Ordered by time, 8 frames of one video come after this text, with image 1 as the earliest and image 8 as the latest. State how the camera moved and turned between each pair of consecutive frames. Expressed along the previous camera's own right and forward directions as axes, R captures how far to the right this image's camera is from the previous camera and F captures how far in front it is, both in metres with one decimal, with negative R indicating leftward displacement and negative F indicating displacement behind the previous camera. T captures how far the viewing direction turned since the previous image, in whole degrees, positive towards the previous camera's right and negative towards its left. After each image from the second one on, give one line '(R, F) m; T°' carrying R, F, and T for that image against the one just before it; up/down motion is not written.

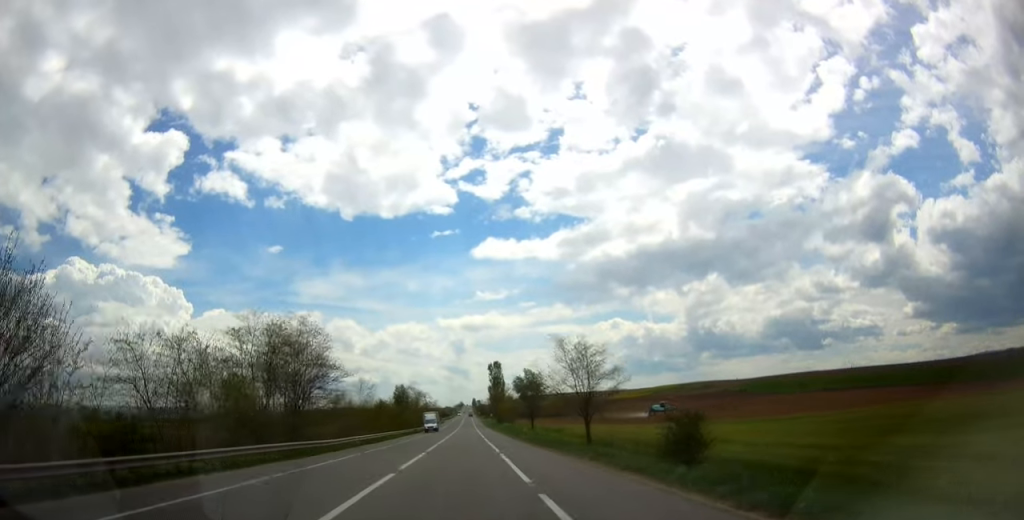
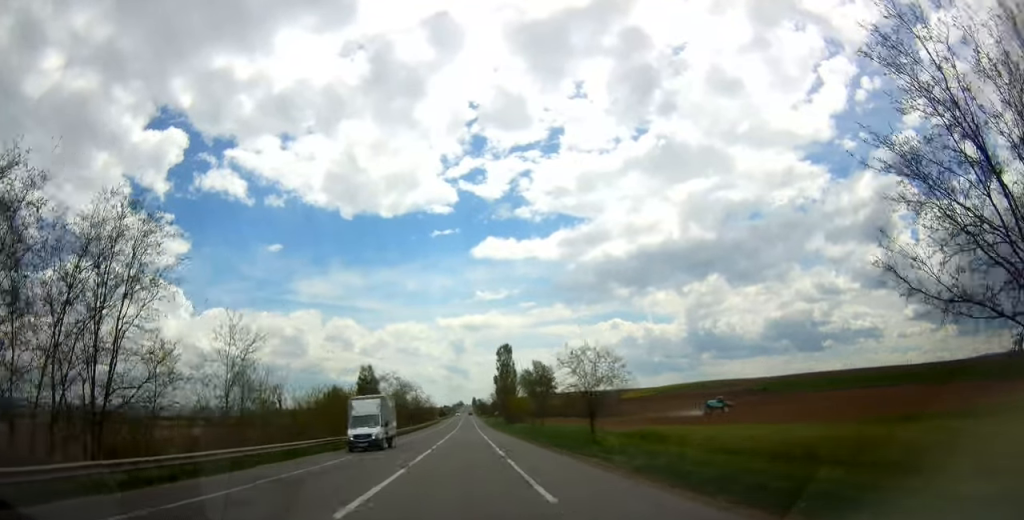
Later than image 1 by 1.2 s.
(-0.2, +32.5) m; 0°
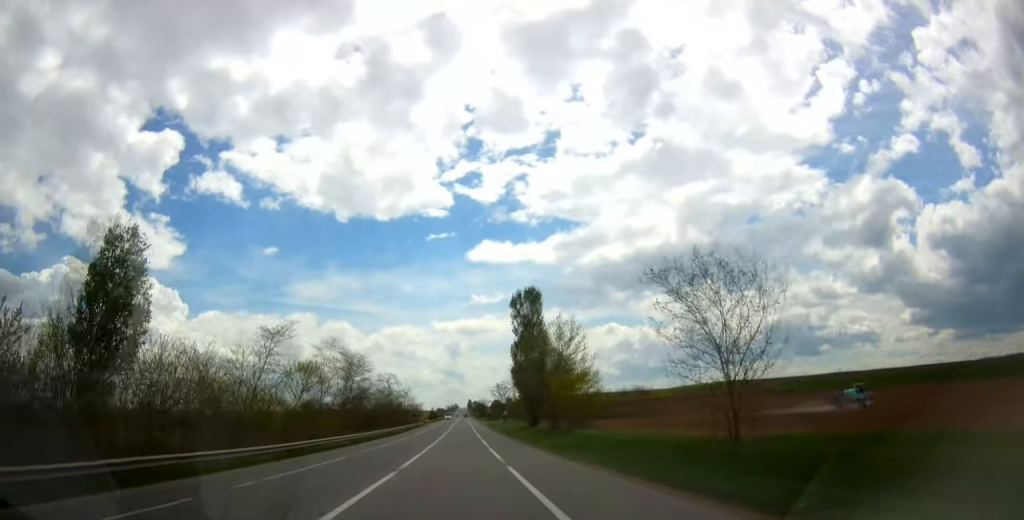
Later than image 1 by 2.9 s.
(+0.4, +47.6) m; 0°
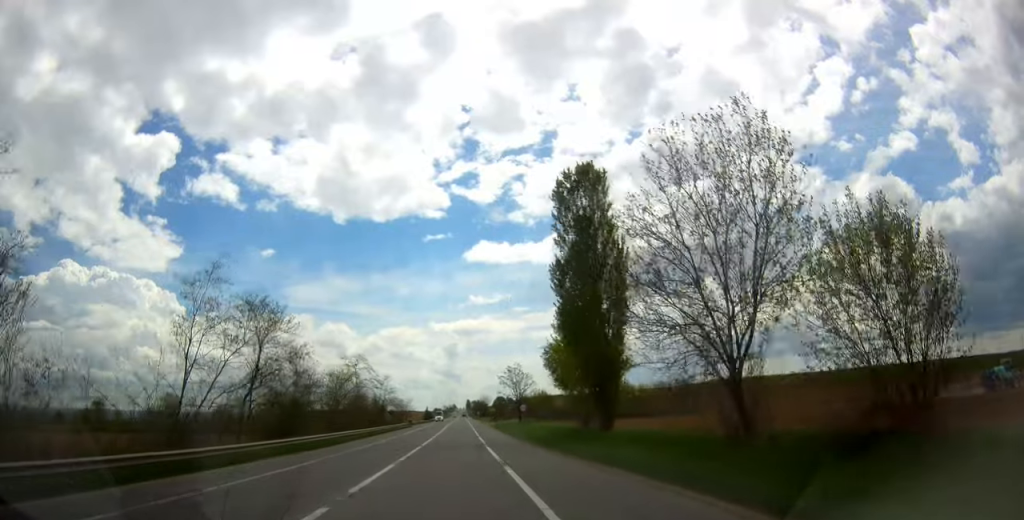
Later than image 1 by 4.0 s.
(-0.2, +31.4) m; 0°
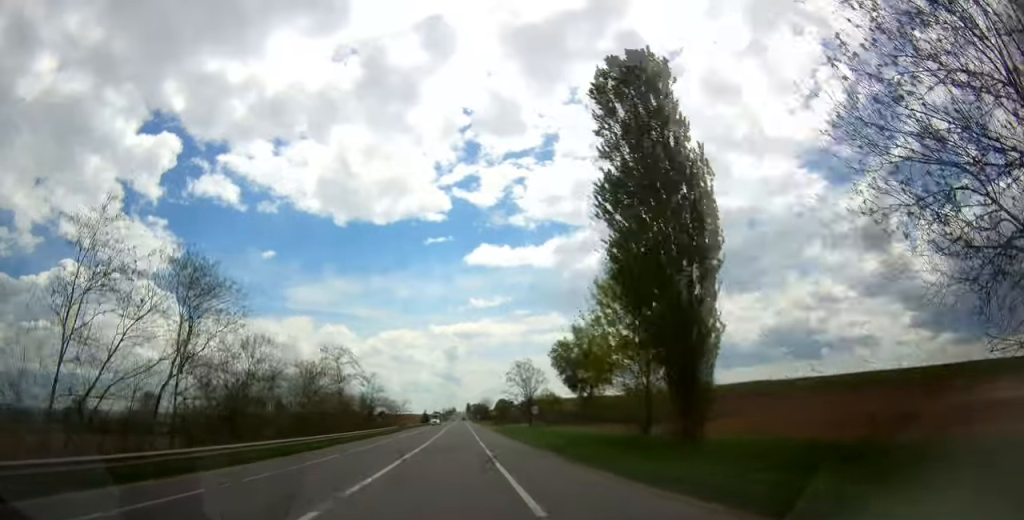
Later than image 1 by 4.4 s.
(-0.1, +11.3) m; 0°
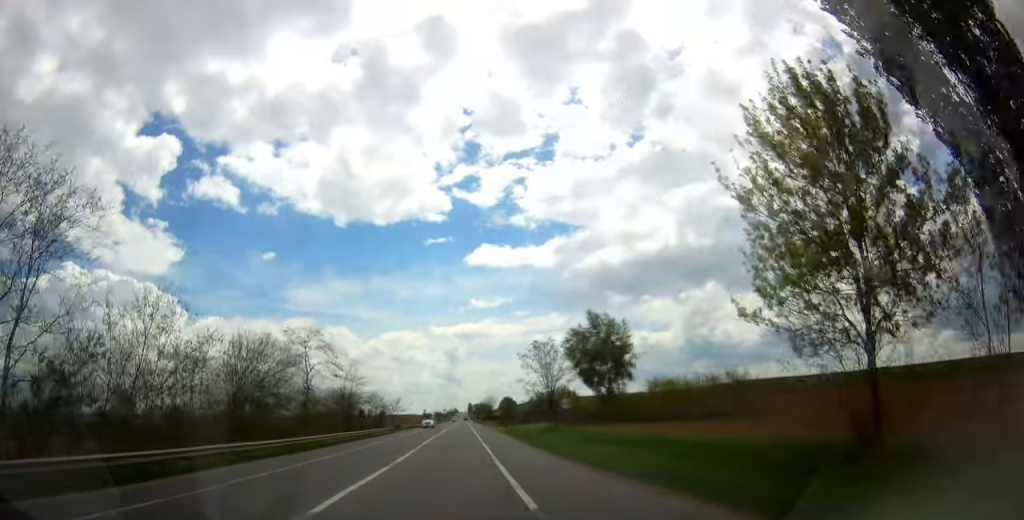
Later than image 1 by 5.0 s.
(+0.2, +14.7) m; 0°
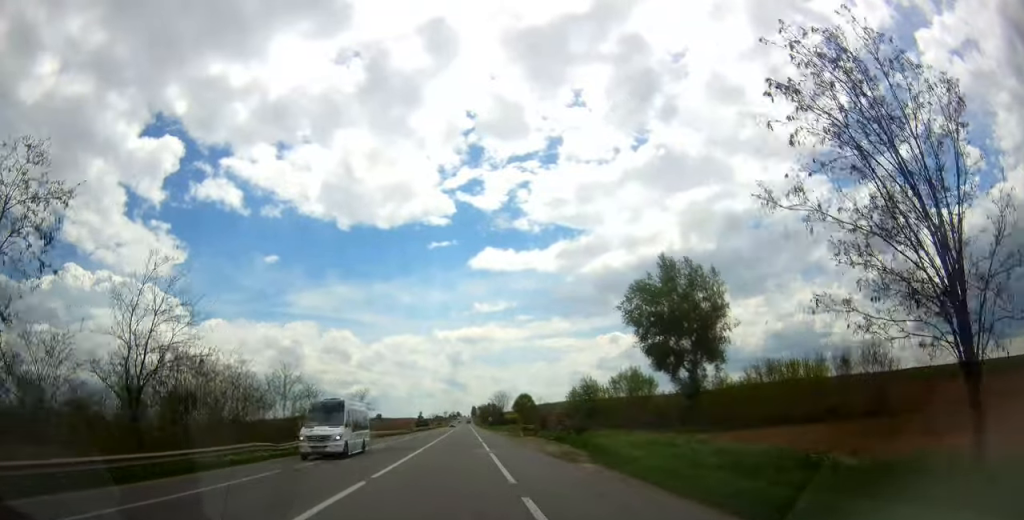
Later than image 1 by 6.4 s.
(+0.2, +39.7) m; 0°
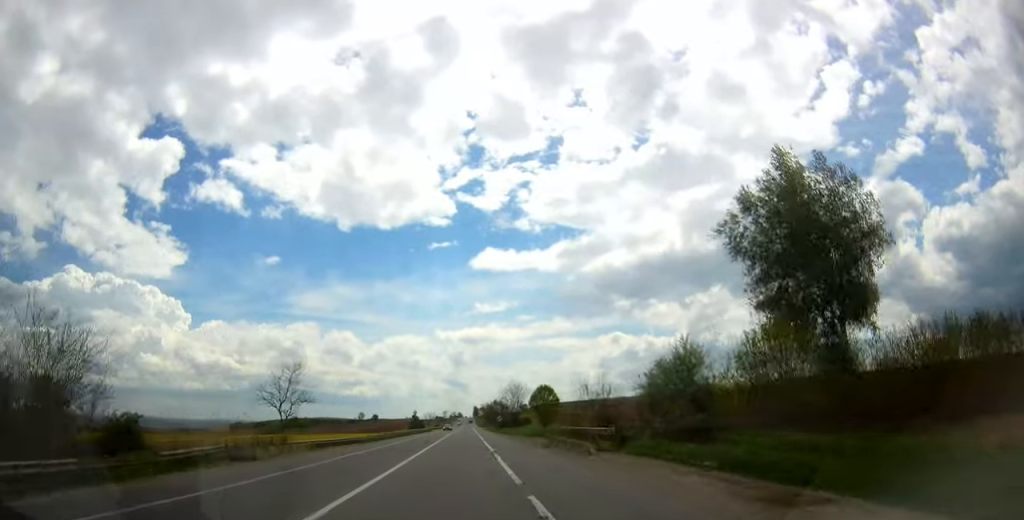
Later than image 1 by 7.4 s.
(0.0, +29.8) m; +1°
